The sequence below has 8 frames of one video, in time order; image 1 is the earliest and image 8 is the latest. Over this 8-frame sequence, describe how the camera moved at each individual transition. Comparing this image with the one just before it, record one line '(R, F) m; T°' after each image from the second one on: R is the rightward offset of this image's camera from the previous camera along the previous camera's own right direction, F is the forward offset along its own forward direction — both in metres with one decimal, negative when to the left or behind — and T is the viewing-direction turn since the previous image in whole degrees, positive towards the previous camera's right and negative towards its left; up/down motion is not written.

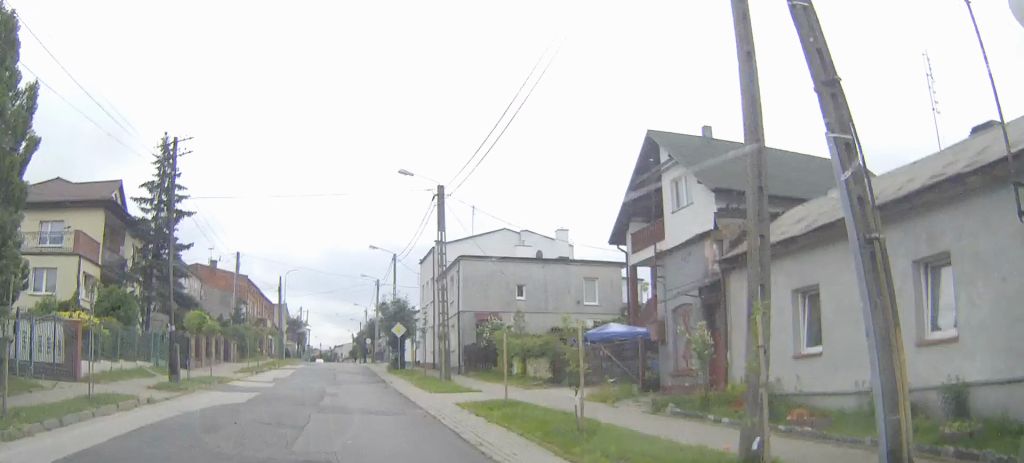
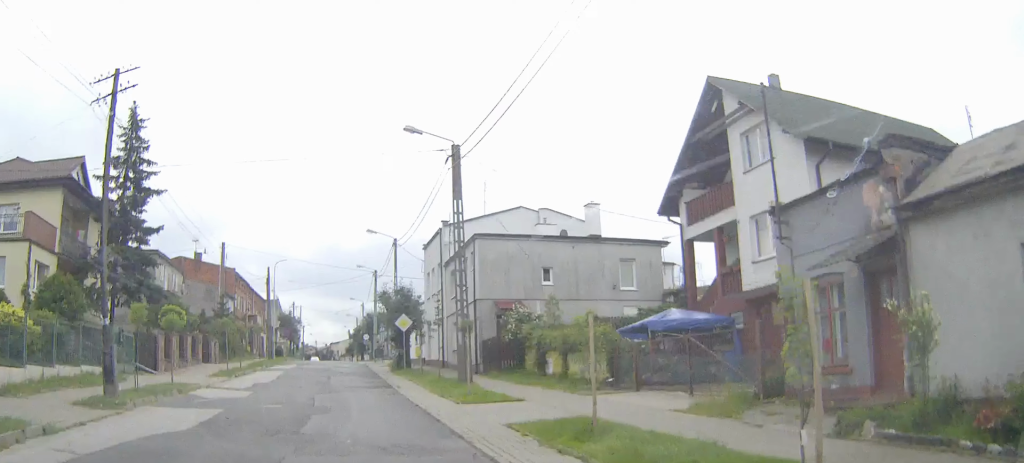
(+0.1, +6.2) m; 0°
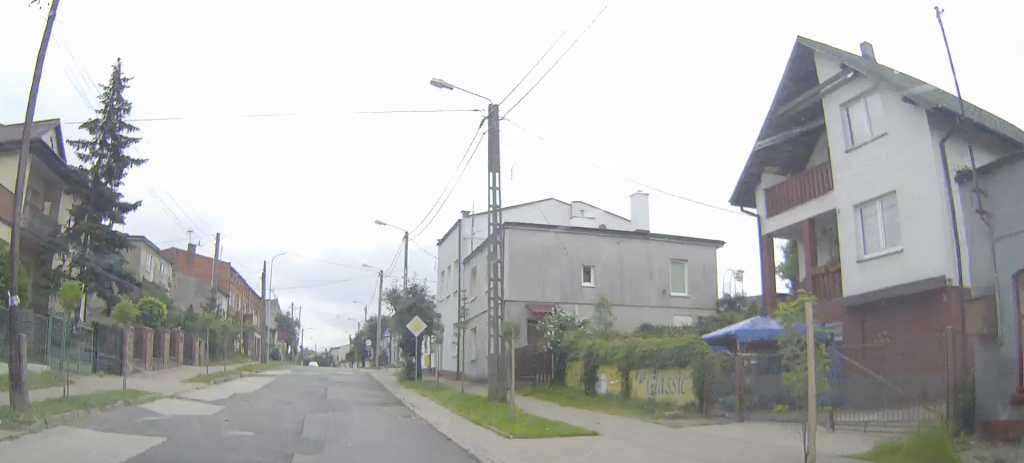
(0.0, +5.0) m; -1°
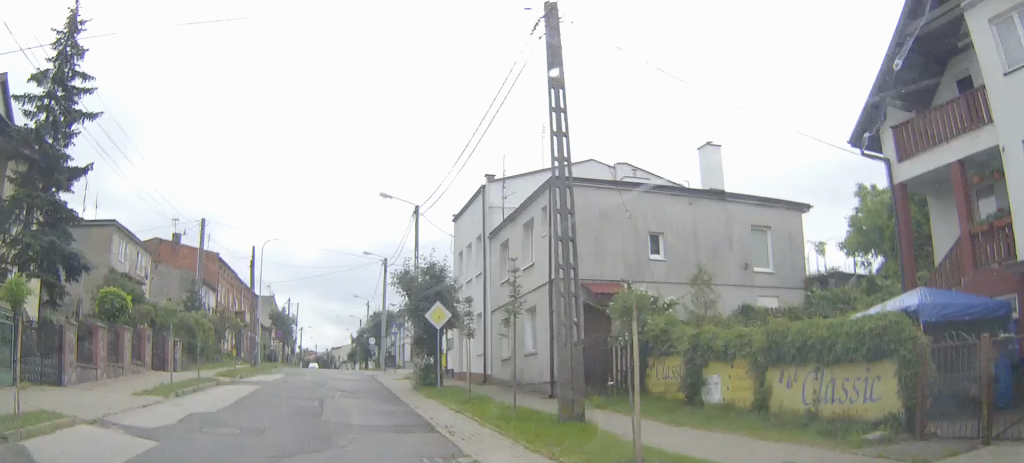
(-0.1, +6.2) m; 0°
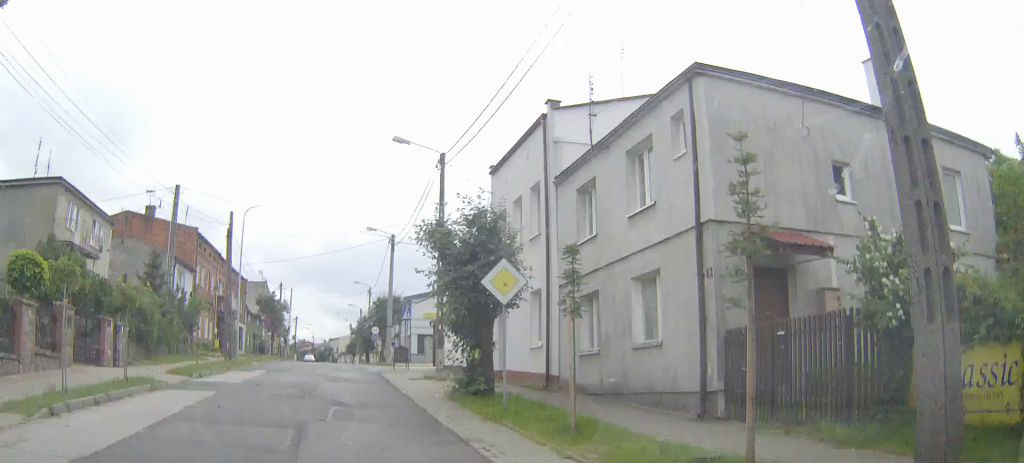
(+0.2, +8.8) m; +1°
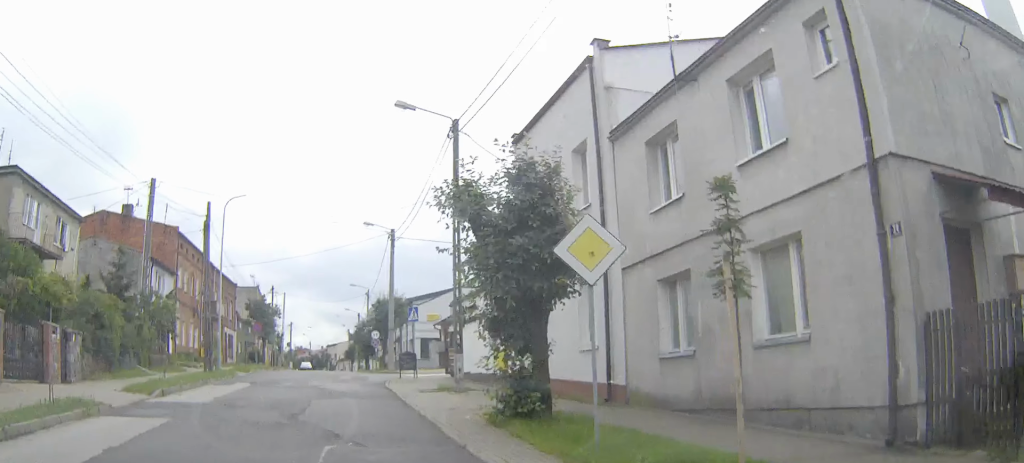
(0.0, +4.6) m; -1°
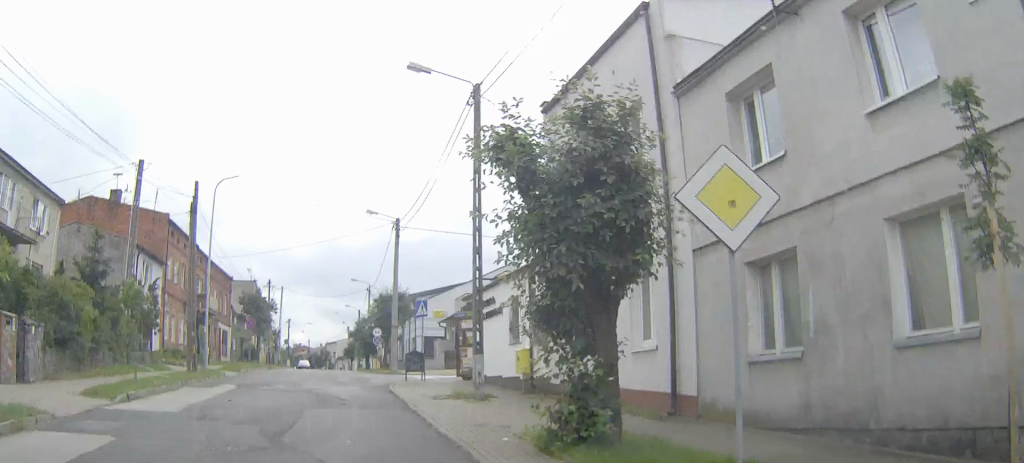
(0.0, +2.9) m; -1°
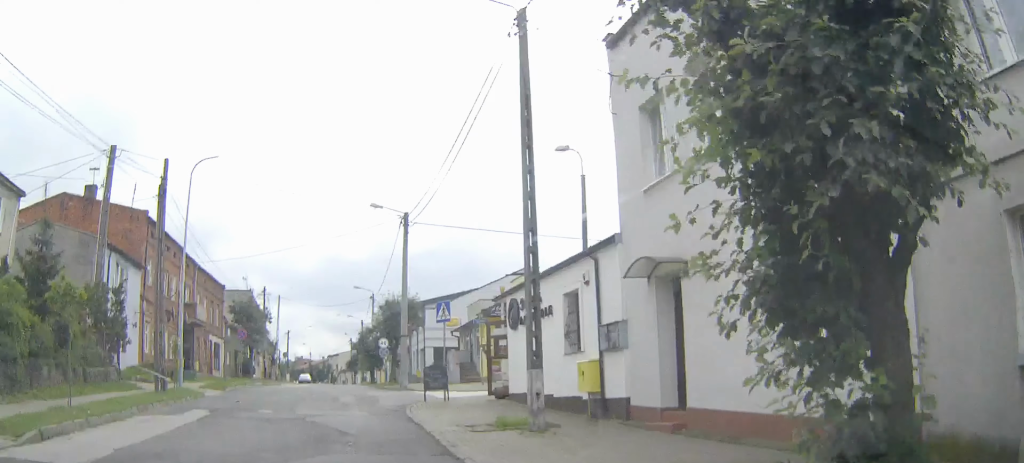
(-0.1, +5.0) m; -1°
